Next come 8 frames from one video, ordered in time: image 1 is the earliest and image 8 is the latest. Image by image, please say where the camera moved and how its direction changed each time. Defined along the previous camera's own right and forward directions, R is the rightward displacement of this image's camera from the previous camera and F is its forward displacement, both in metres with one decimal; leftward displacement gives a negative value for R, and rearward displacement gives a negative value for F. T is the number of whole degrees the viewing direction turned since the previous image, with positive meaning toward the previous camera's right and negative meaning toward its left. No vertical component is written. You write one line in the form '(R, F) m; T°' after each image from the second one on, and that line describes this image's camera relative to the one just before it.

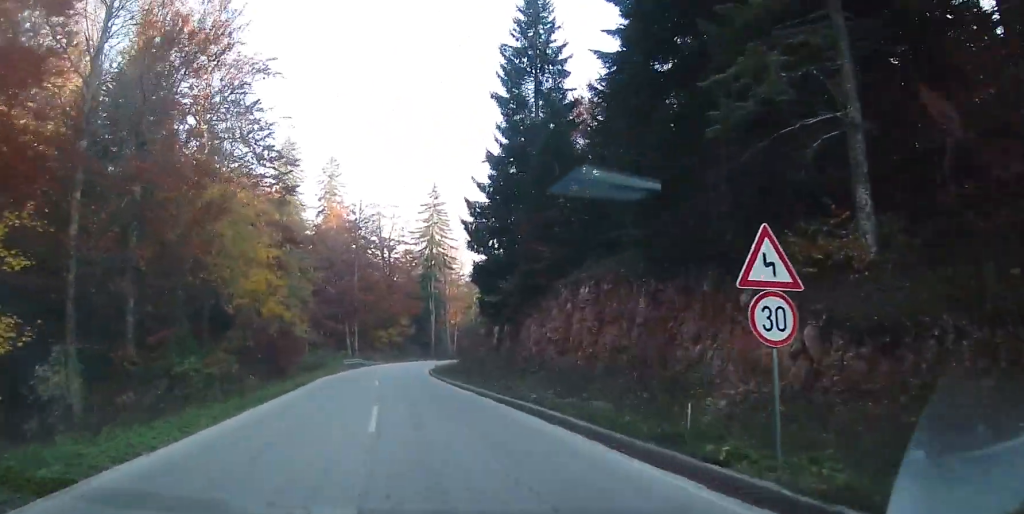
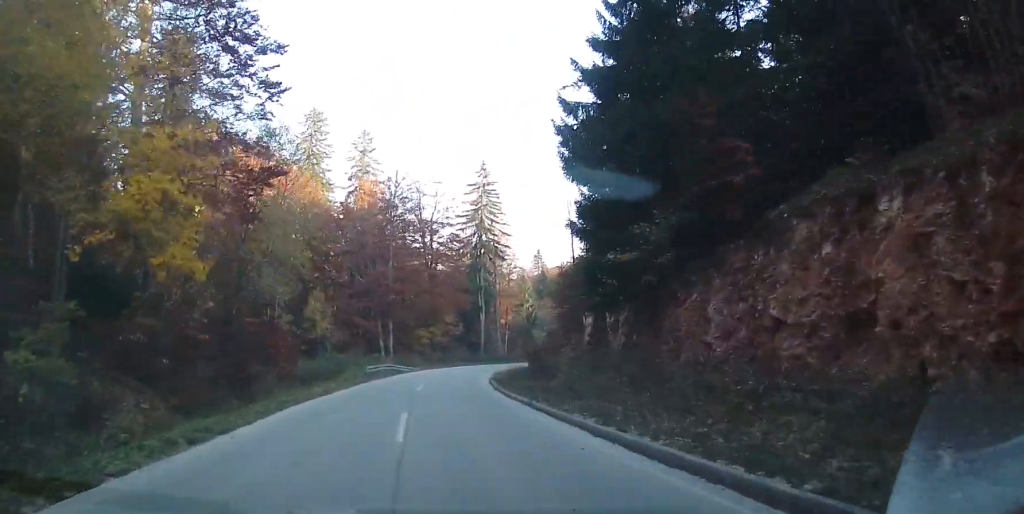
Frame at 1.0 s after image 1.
(-0.5, +15.5) m; -5°
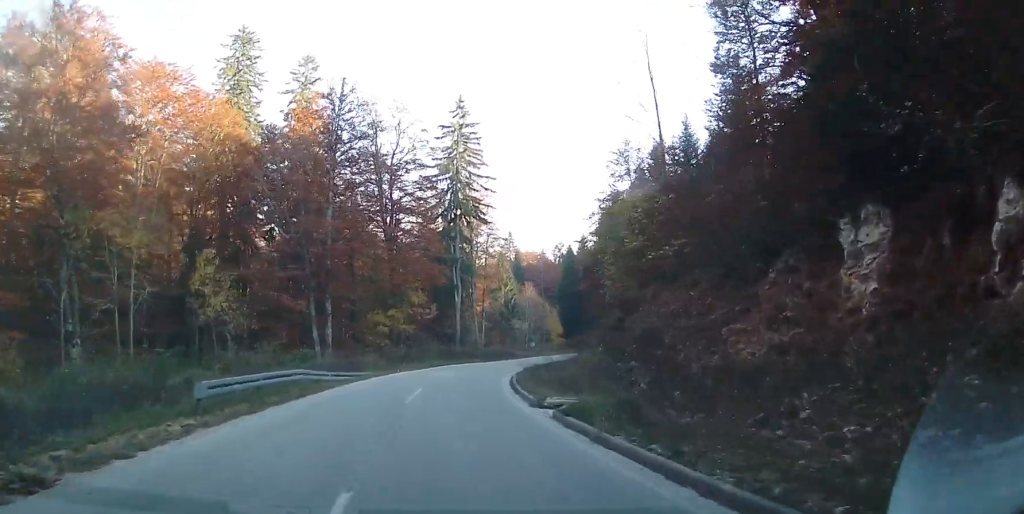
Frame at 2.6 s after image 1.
(-1.1, +23.6) m; +1°
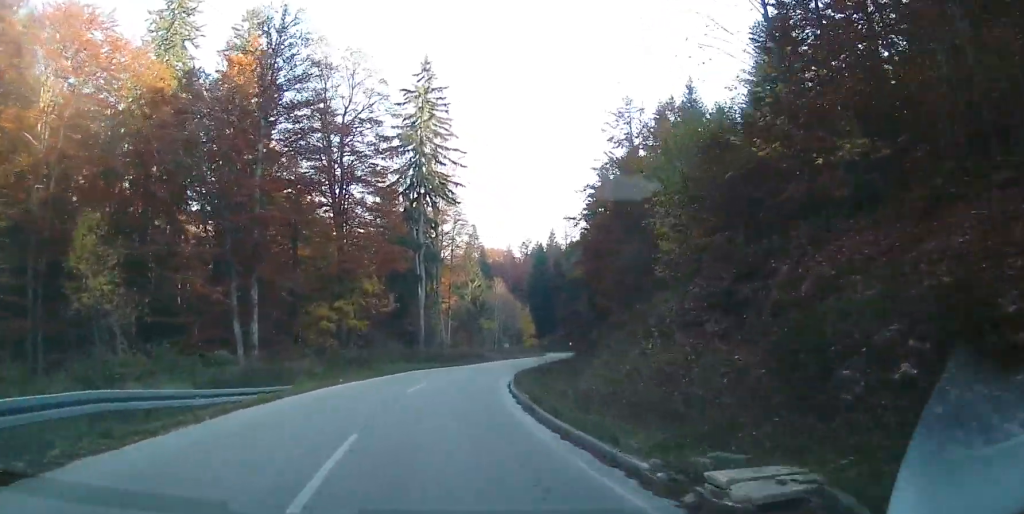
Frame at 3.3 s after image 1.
(+0.5, +11.2) m; +3°
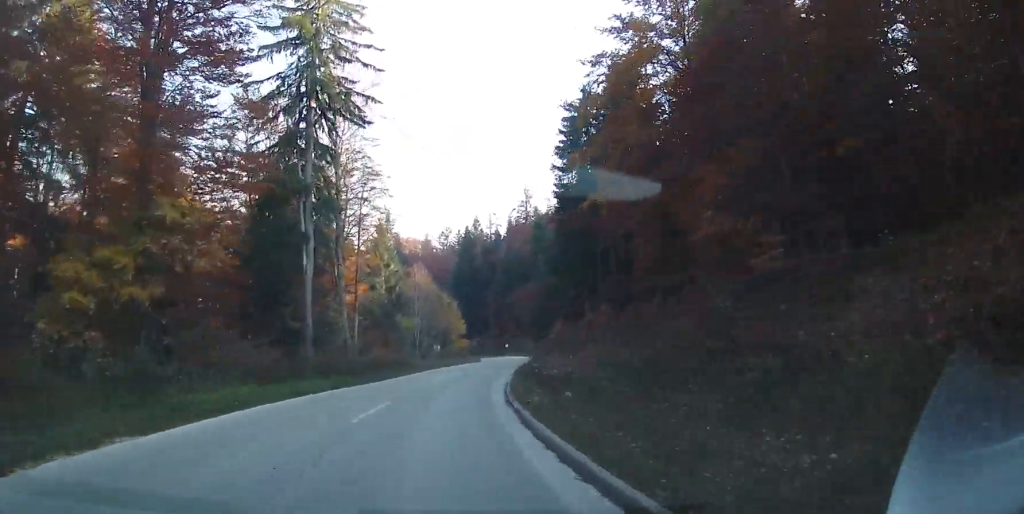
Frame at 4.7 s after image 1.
(+1.1, +22.4) m; +8°
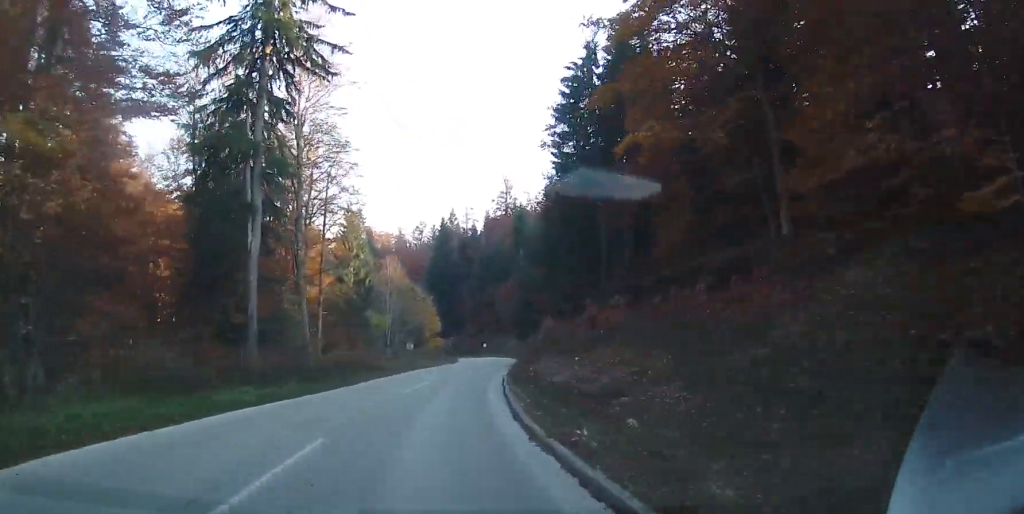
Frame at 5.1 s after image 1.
(+0.4, +6.9) m; +3°
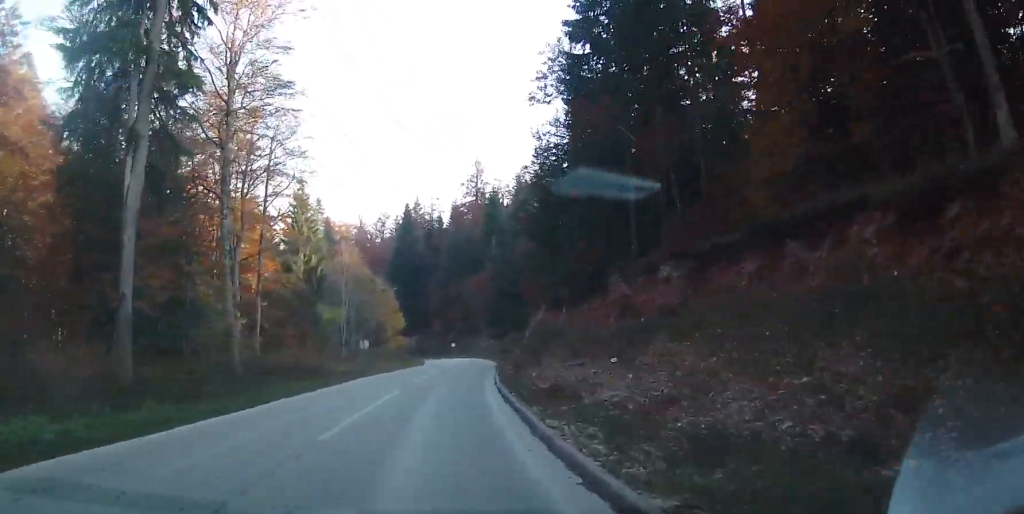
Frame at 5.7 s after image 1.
(+0.2, +10.1) m; +4°
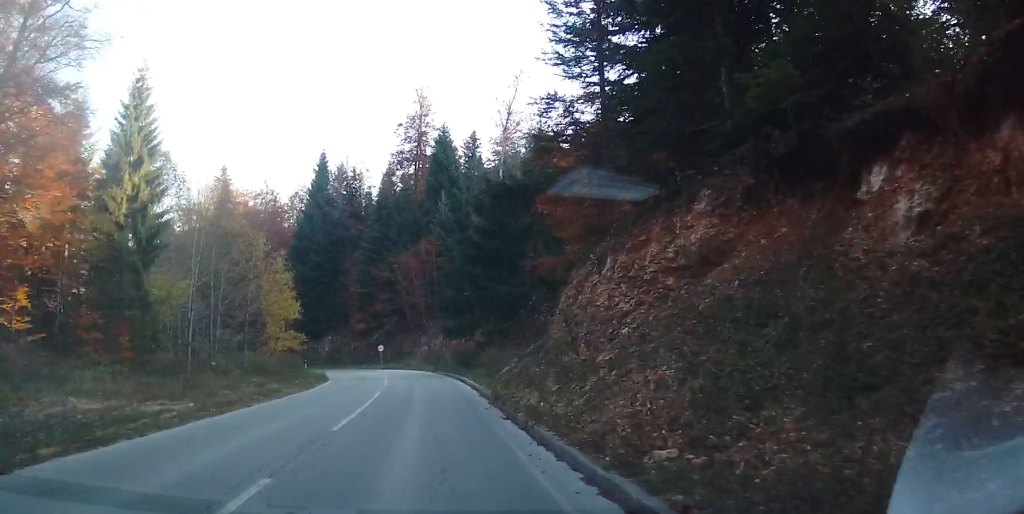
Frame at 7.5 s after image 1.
(+1.1, +27.3) m; +3°
